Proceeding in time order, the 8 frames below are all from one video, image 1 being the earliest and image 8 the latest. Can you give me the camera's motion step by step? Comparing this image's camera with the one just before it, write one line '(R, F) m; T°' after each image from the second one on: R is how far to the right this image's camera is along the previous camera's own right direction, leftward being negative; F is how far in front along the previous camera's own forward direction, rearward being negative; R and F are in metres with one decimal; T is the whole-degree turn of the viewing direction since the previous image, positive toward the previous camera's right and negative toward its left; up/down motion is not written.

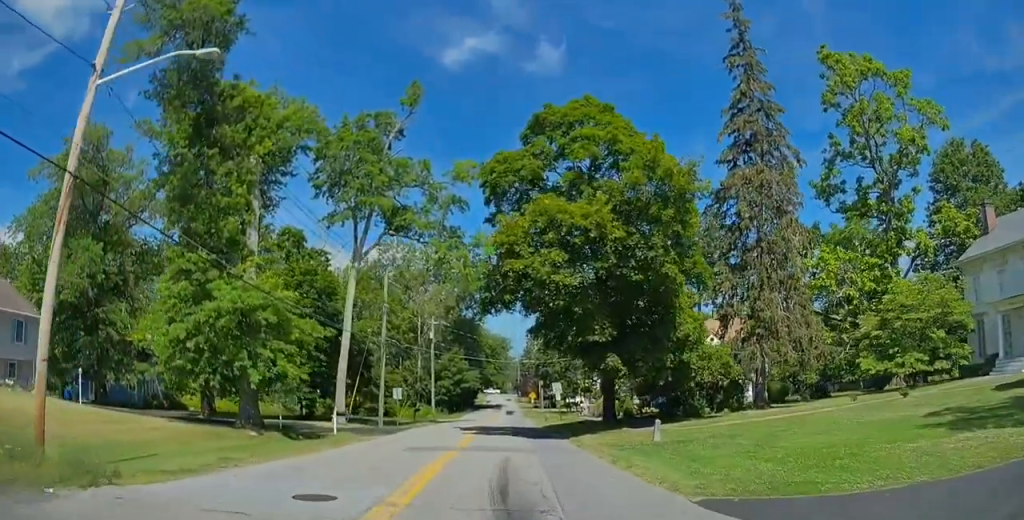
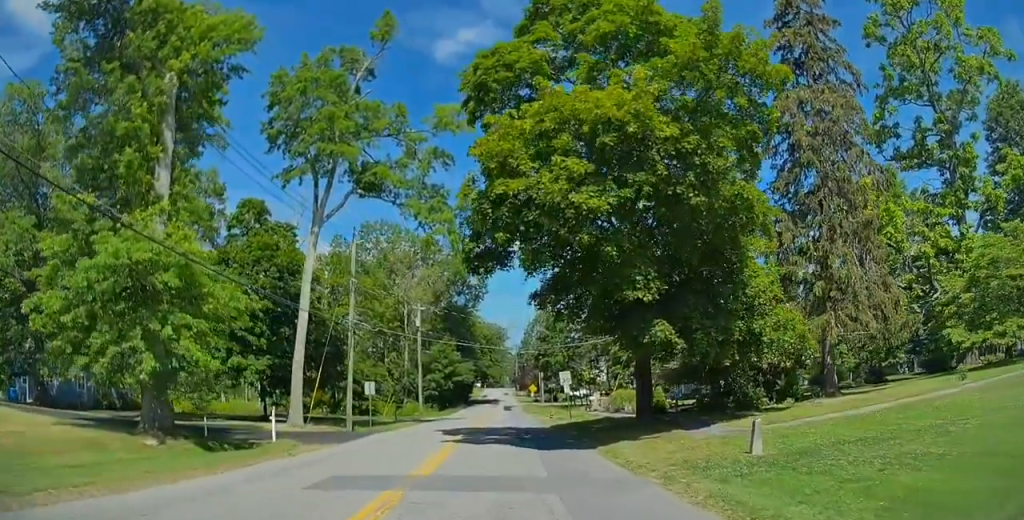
(0.0, +9.2) m; +1°
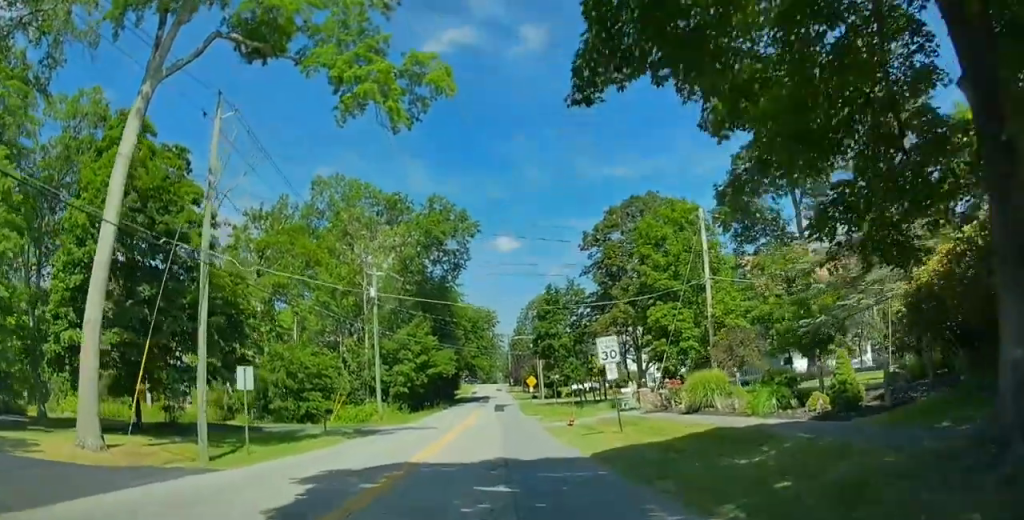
(+0.2, +19.0) m; +1°
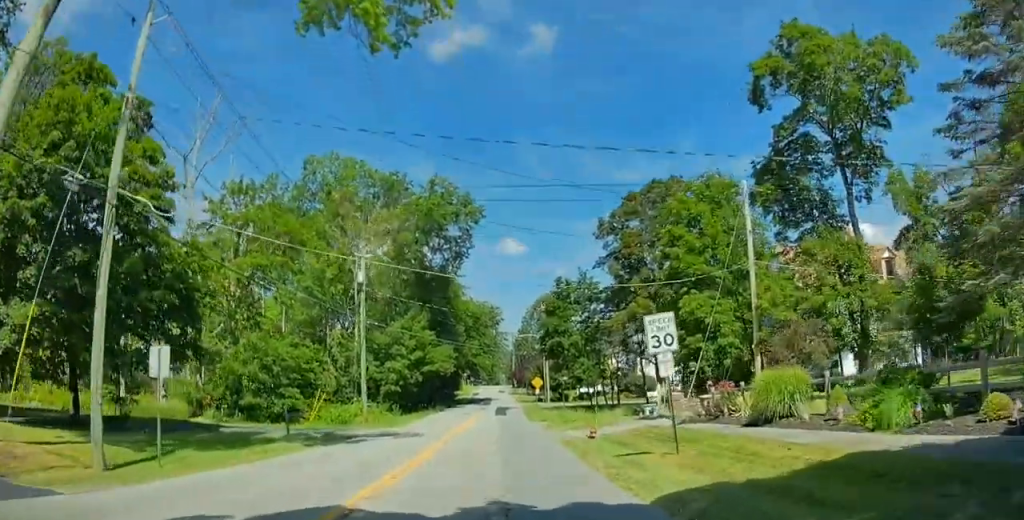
(0.0, +5.9) m; 0°
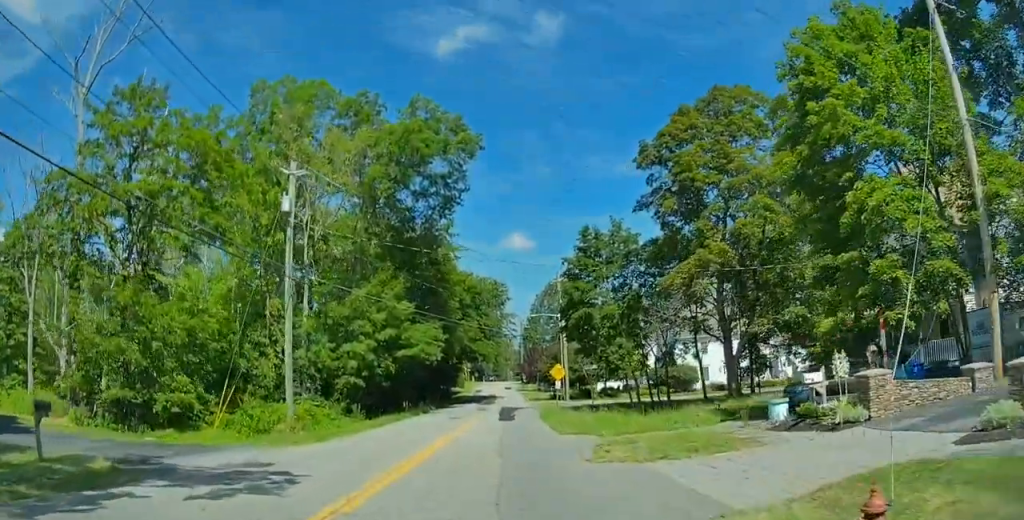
(0.0, +16.1) m; -2°
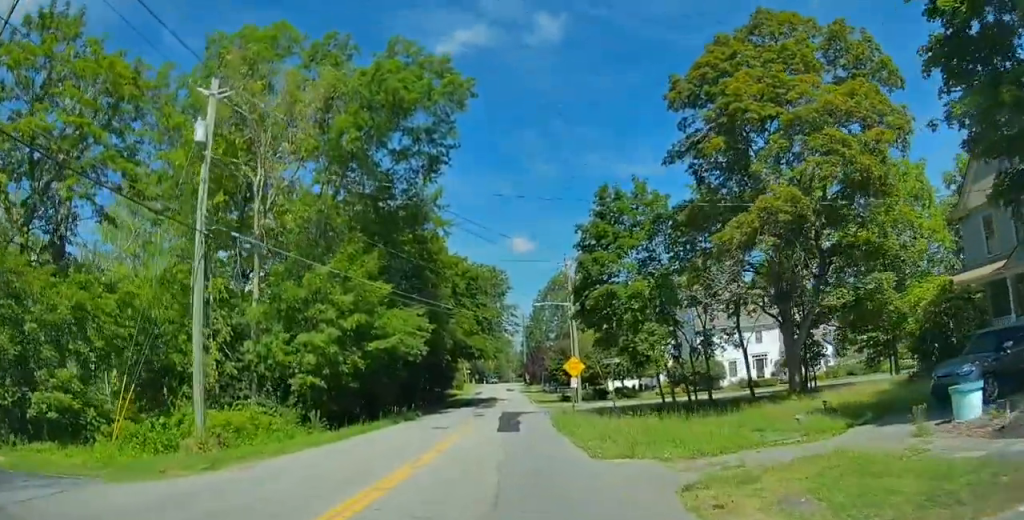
(-0.2, +8.7) m; -1°
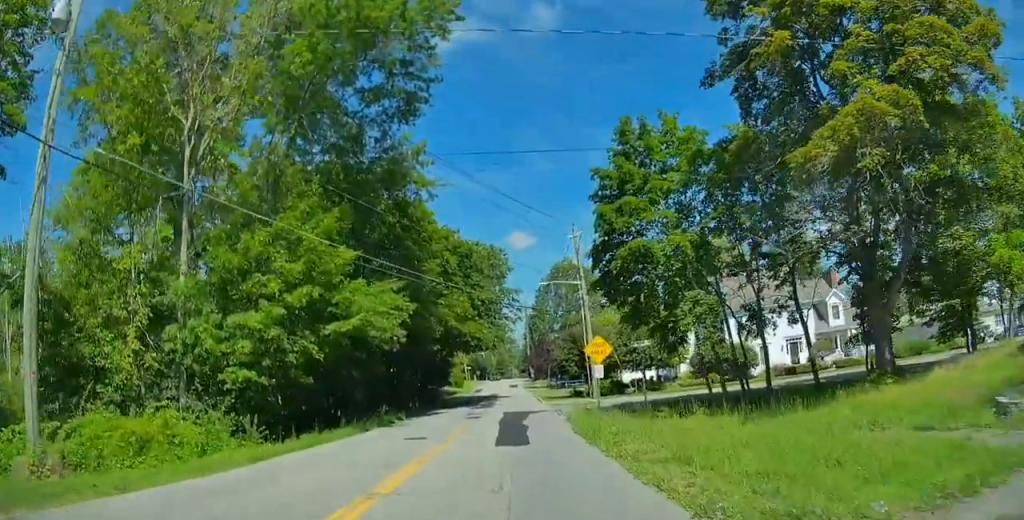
(-0.1, +7.8) m; 0°
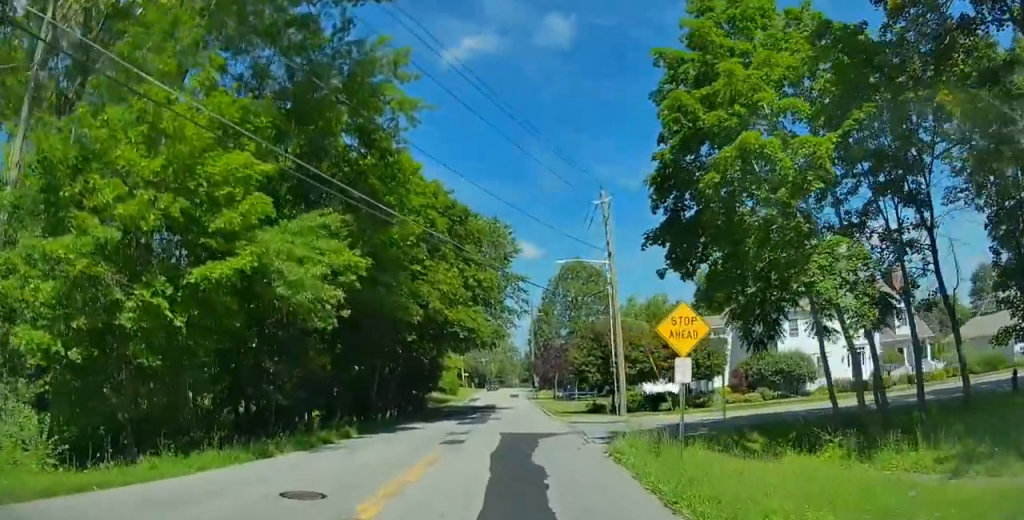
(+0.1, +11.0) m; 0°
